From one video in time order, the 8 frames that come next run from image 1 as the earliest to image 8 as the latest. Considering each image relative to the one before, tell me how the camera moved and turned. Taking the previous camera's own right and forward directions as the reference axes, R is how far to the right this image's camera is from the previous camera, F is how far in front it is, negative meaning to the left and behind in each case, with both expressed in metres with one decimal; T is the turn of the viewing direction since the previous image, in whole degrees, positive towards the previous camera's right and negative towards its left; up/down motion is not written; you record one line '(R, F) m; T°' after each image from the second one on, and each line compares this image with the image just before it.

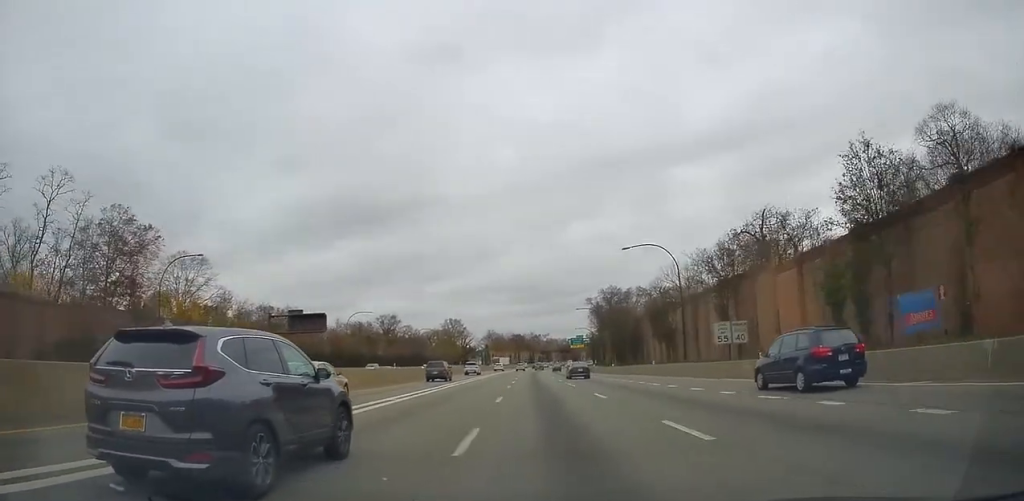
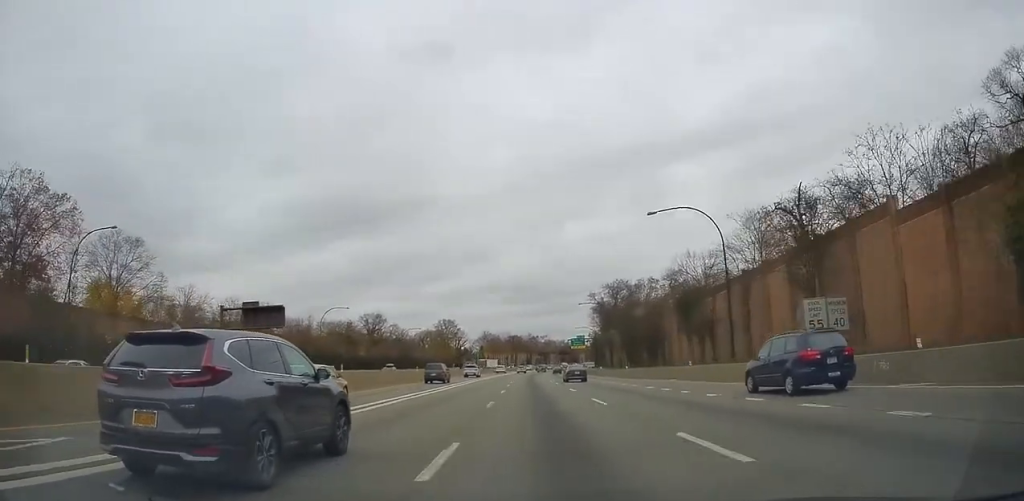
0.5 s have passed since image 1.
(-0.2, +14.1) m; 0°
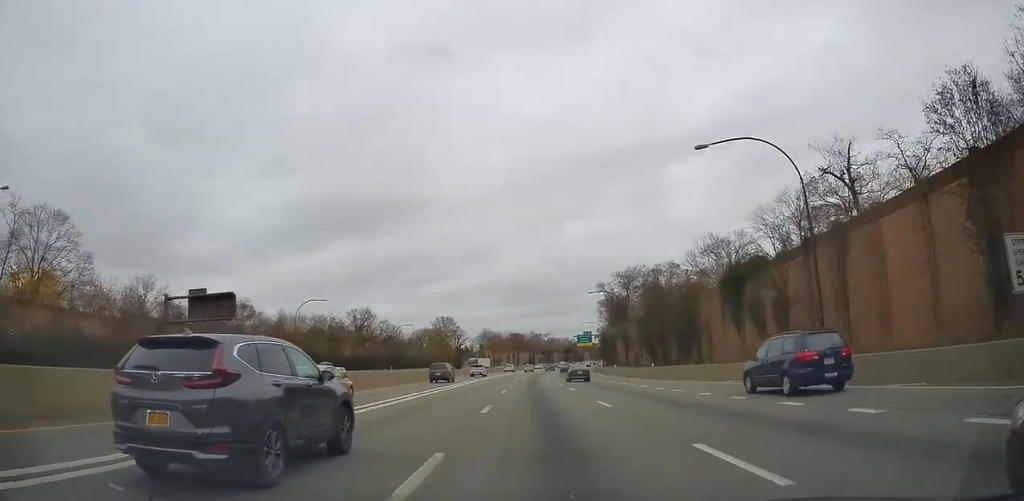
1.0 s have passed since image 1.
(+0.3, +13.3) m; +1°
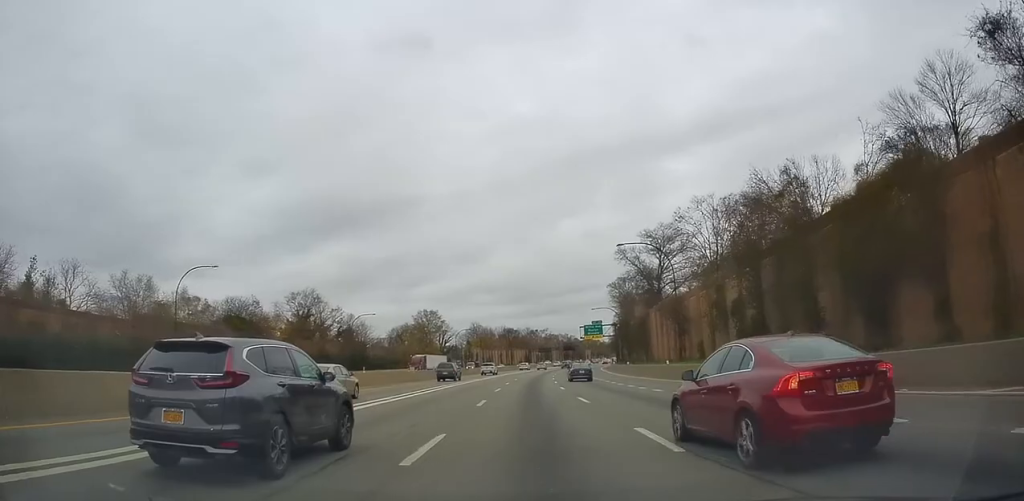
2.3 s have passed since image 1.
(+0.7, +34.1) m; +1°
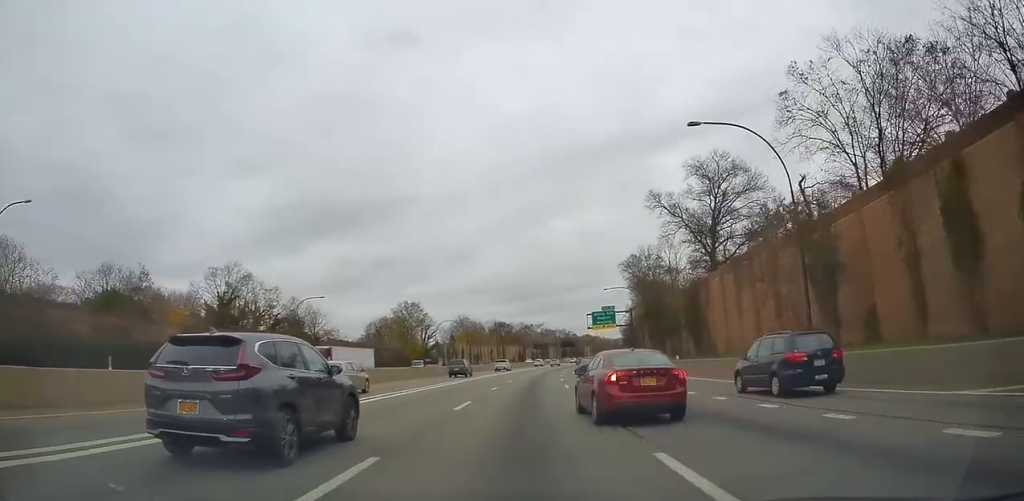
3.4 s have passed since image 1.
(-0.2, +28.1) m; 0°
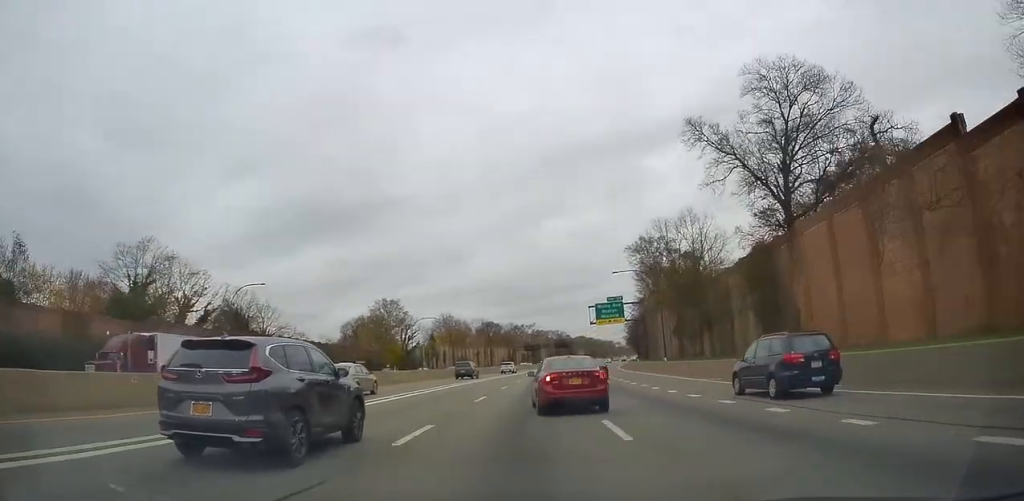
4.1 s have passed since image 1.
(+0.1, +19.2) m; 0°
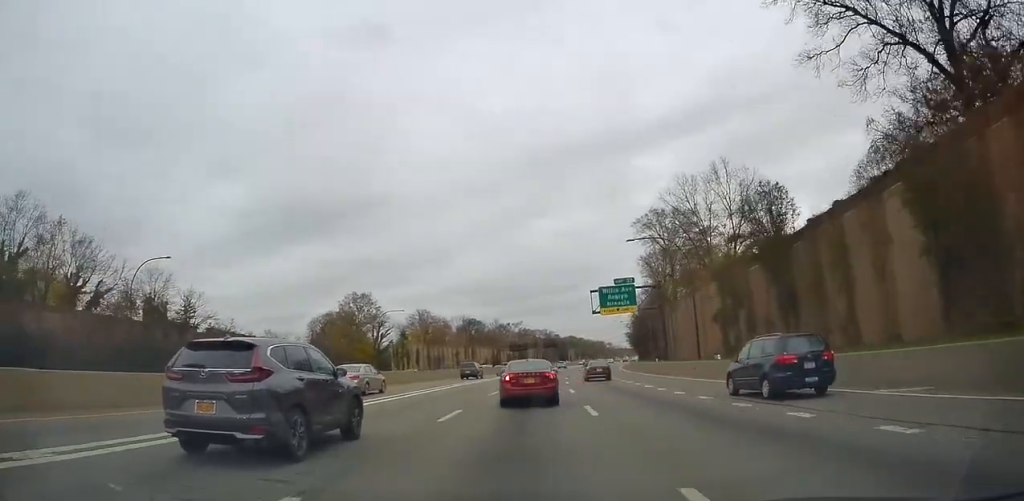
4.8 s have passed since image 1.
(+0.1, +19.7) m; +1°
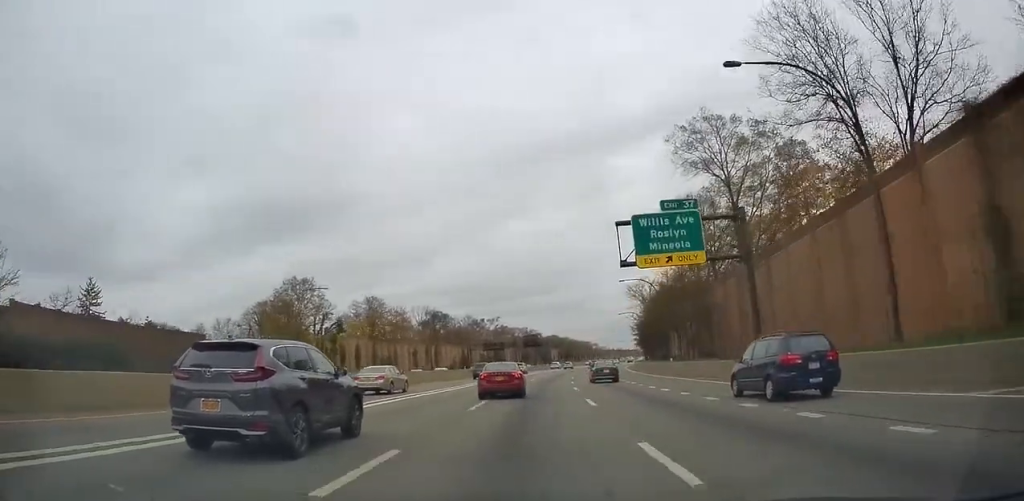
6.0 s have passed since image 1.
(+0.3, +33.0) m; +1°
